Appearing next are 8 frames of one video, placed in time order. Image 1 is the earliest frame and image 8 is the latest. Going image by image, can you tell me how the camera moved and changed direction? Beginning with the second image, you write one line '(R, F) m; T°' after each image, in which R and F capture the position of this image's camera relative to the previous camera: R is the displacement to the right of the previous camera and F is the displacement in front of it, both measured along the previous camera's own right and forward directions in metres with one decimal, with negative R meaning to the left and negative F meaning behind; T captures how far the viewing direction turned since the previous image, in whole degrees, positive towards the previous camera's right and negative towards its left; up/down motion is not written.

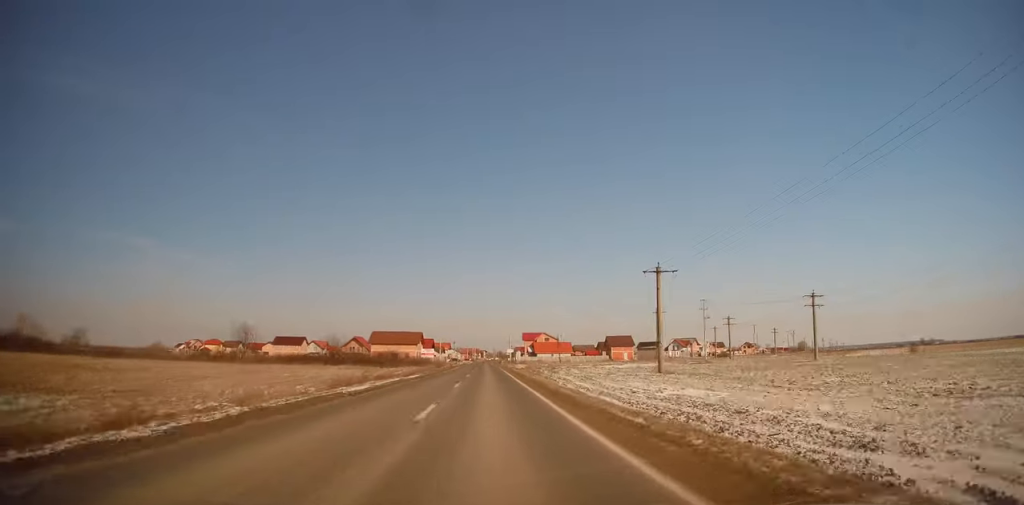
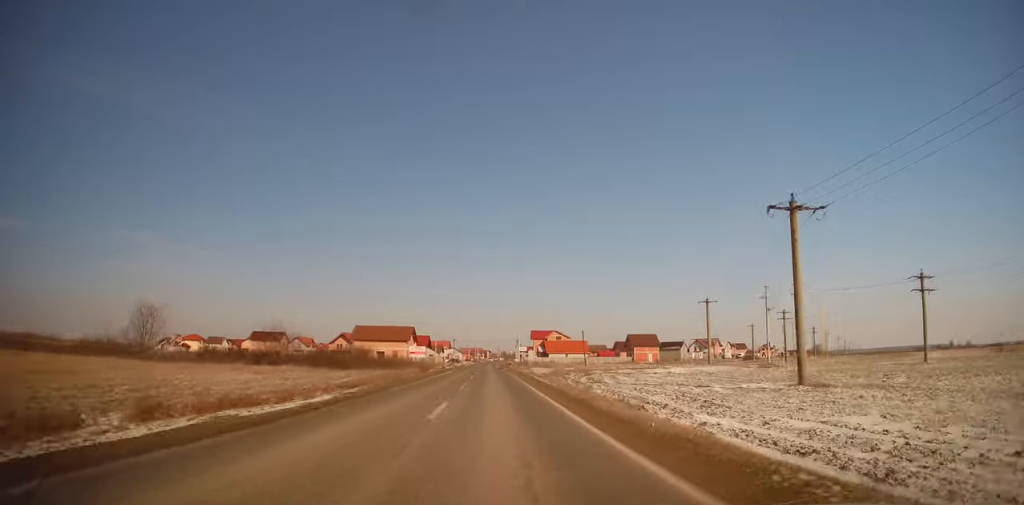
(-0.4, +23.4) m; -1°
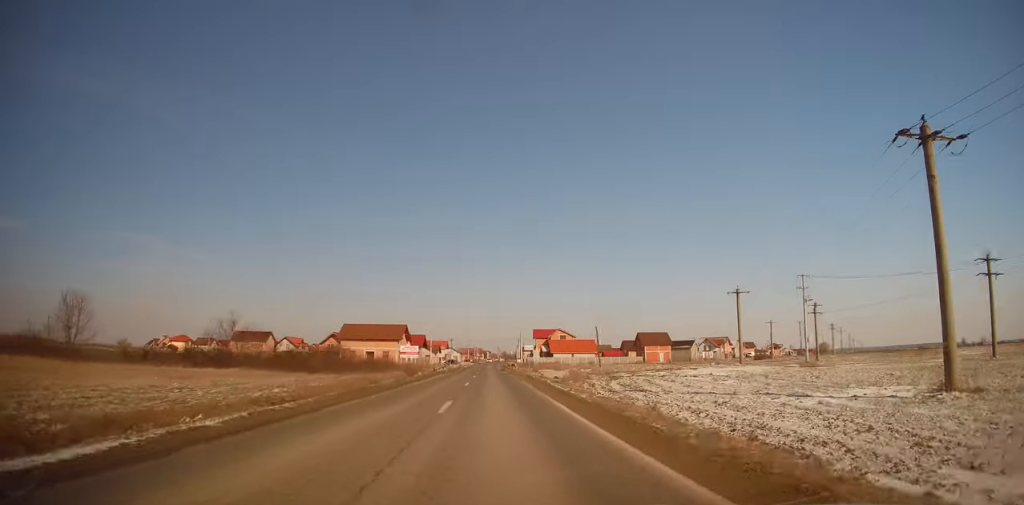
(0.0, +10.7) m; 0°
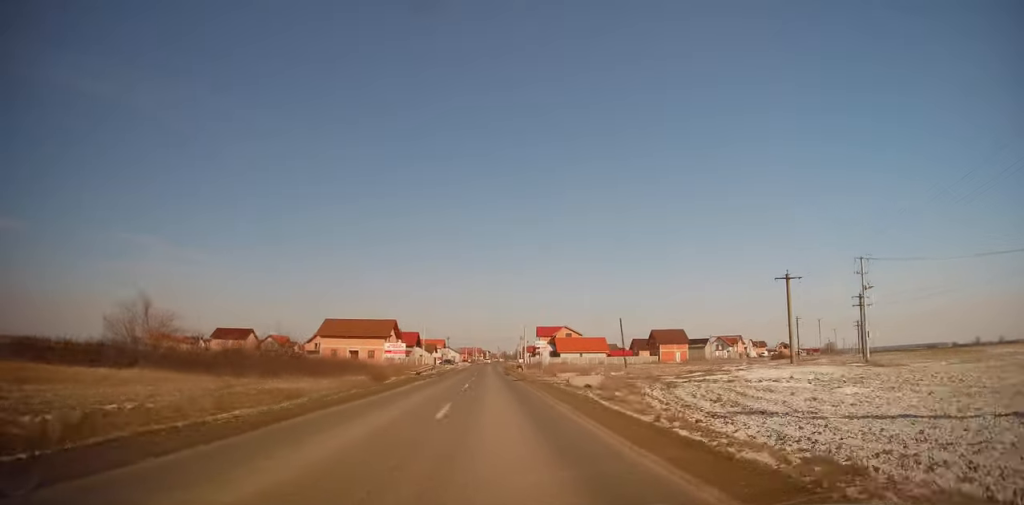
(0.0, +12.9) m; 0°
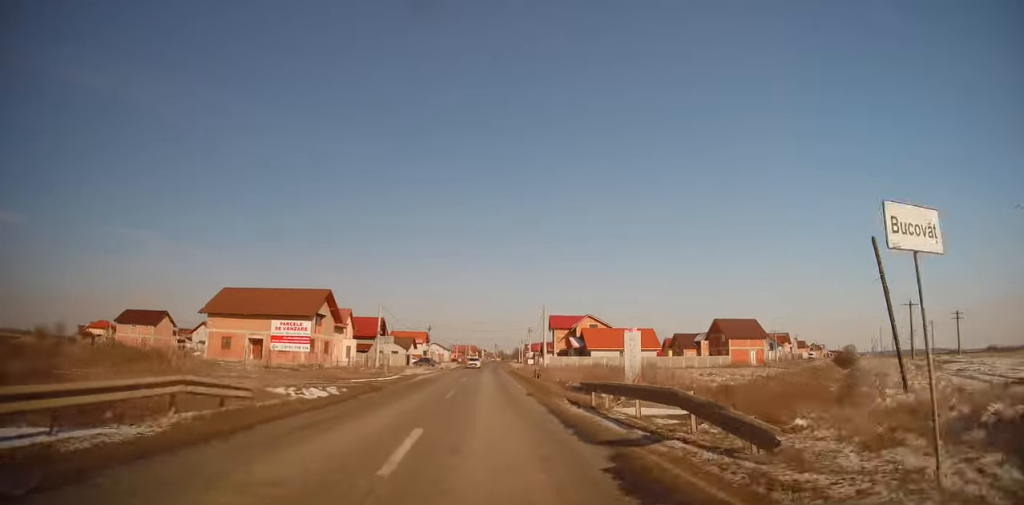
(+0.3, +40.6) m; +1°
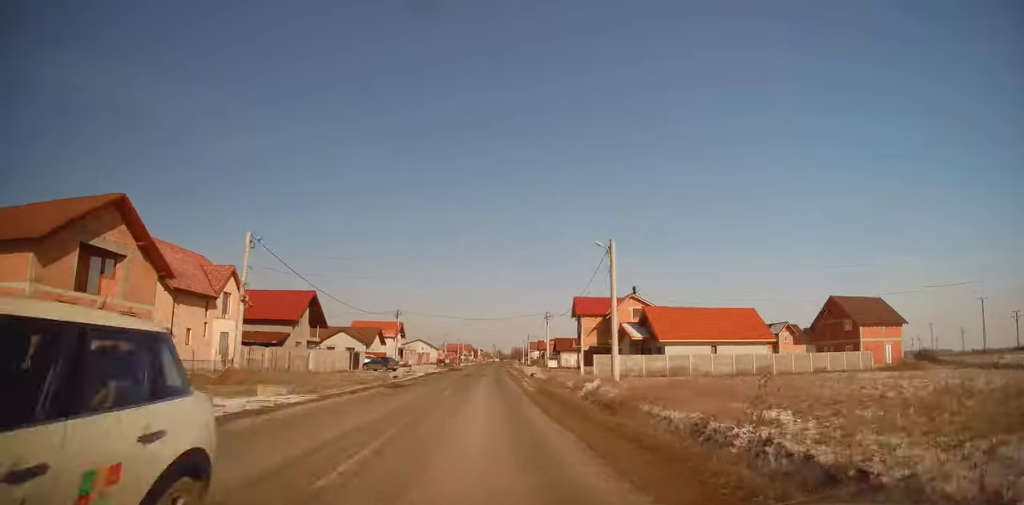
(+0.2, +36.2) m; 0°
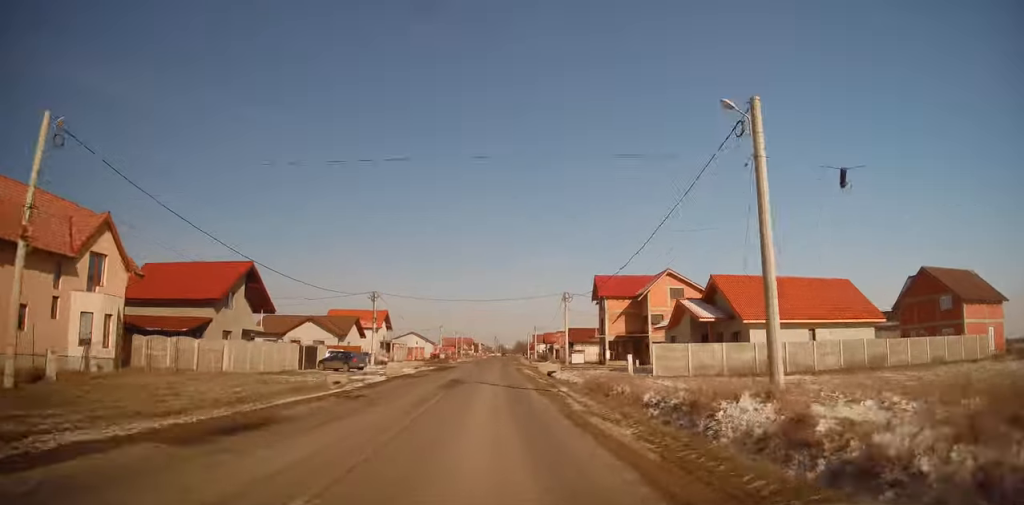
(0.0, +15.9) m; -1°
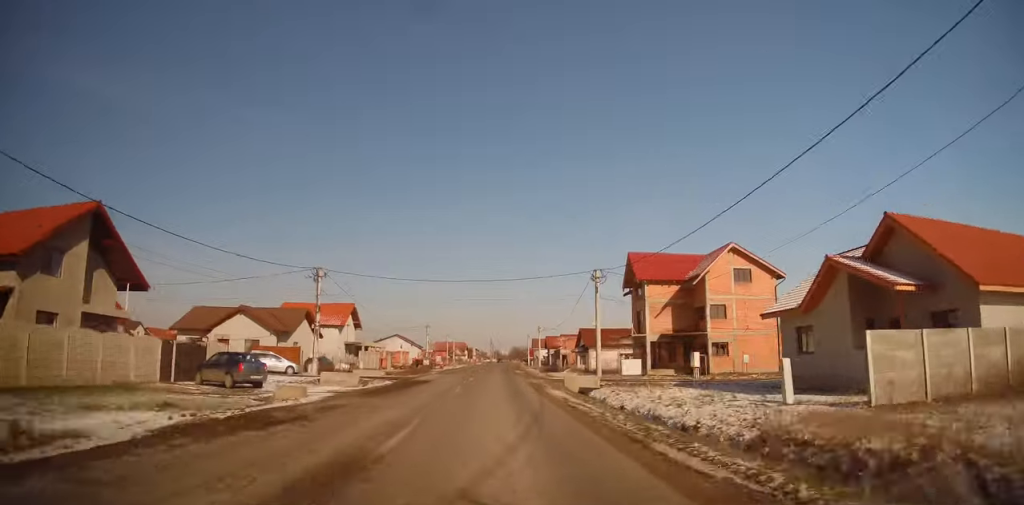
(-0.1, +18.4) m; 0°
